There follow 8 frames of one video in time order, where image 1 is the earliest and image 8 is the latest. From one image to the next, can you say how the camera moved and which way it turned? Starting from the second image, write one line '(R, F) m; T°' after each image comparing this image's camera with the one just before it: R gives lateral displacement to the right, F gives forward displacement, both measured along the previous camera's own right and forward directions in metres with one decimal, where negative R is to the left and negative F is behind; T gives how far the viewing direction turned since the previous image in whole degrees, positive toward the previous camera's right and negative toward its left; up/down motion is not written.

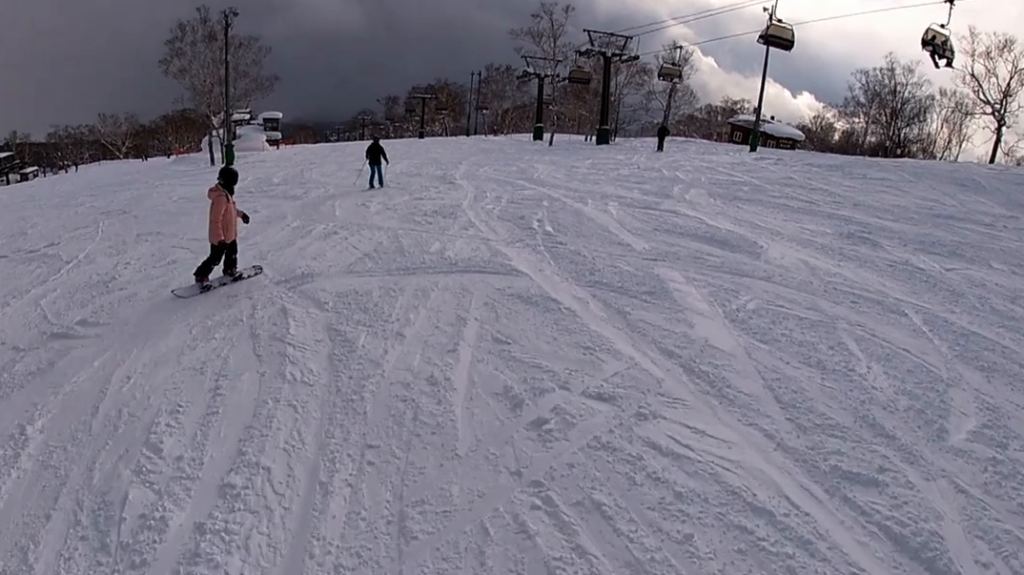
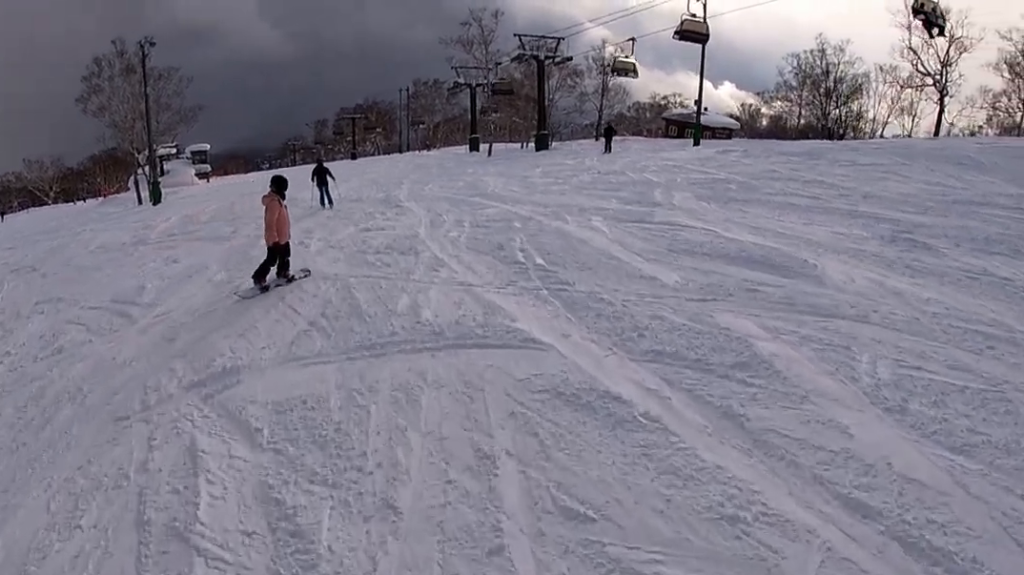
(+0.6, +2.5) m; +11°
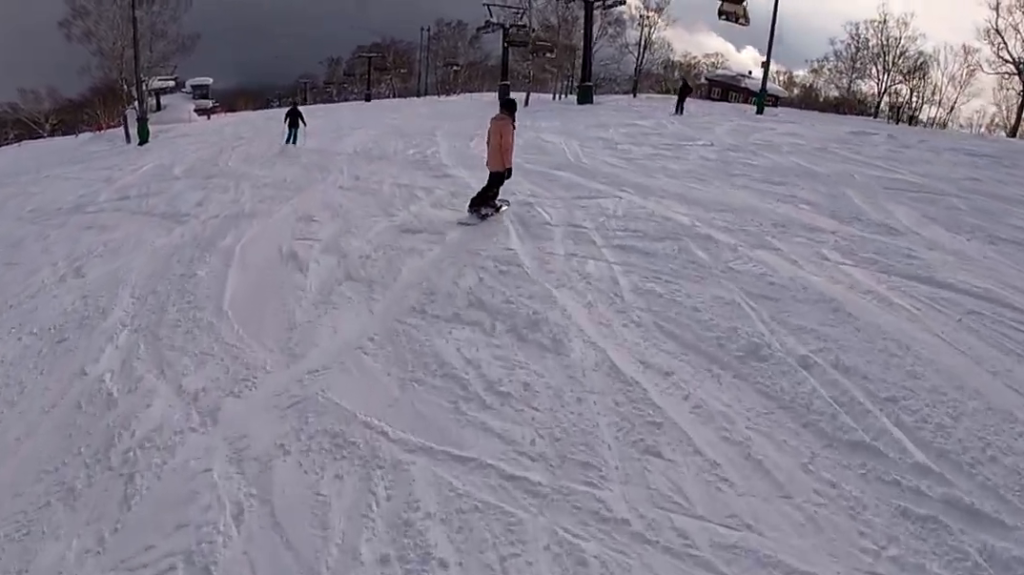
(+0.5, +5.7) m; +5°
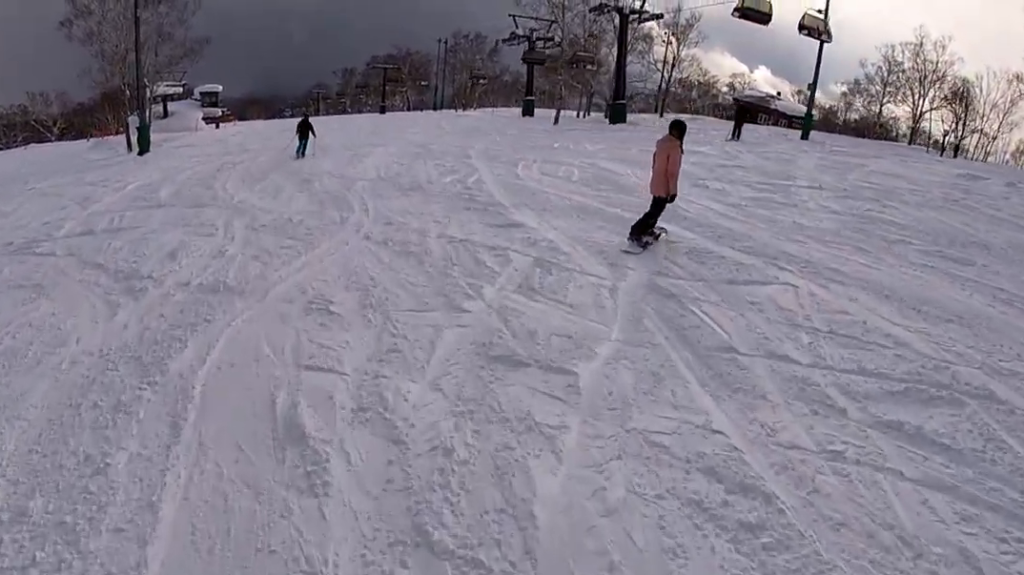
(0.0, +3.4) m; 0°
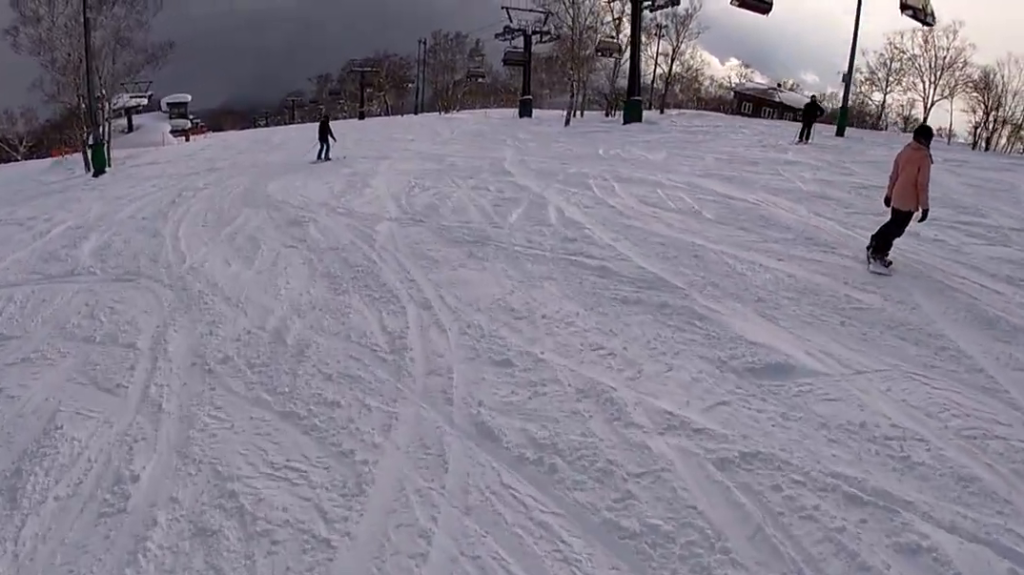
(0.0, +5.1) m; 0°
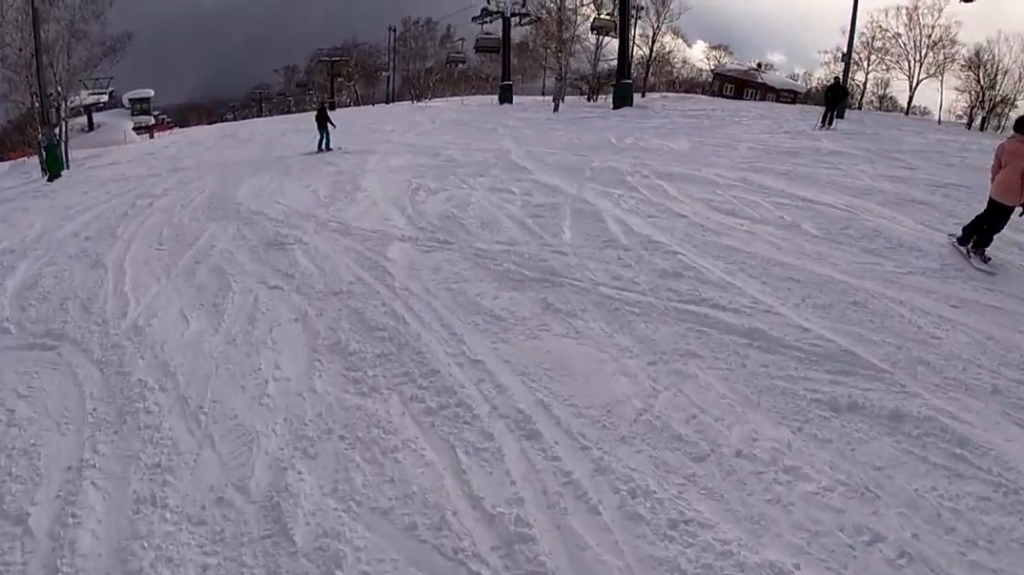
(0.0, +2.3) m; 0°
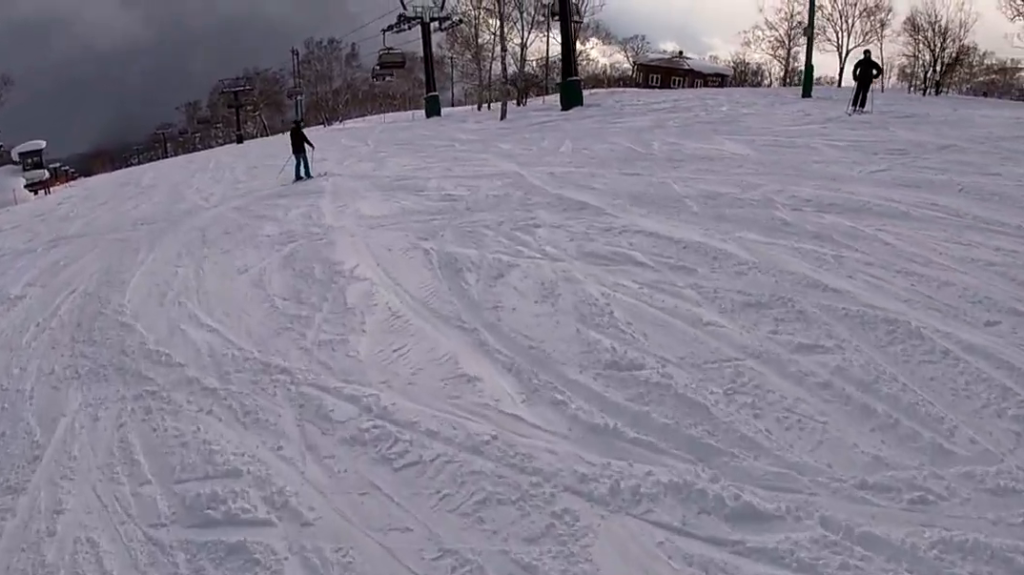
(0.0, +4.7) m; 0°
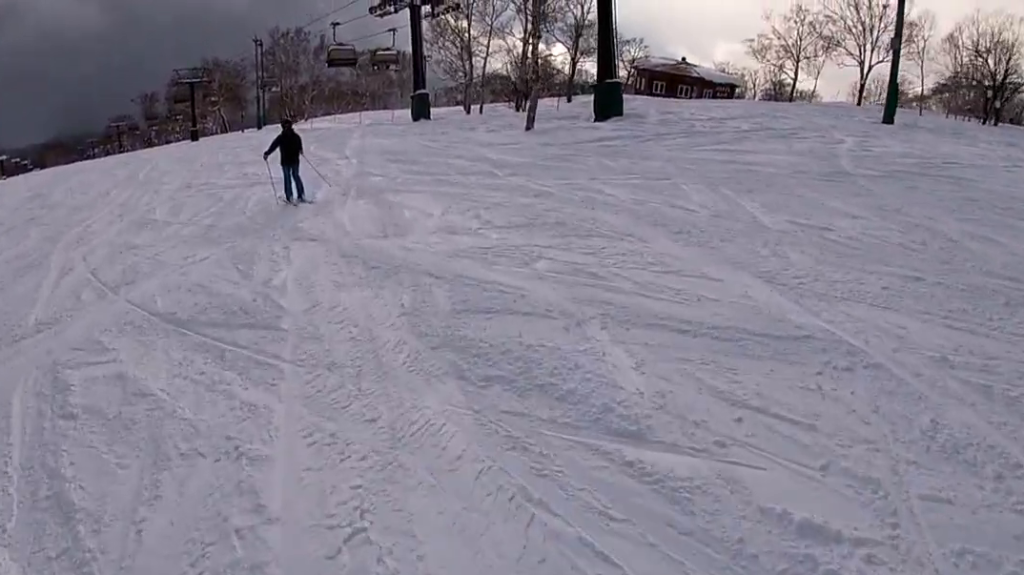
(+0.6, +8.3) m; +6°
